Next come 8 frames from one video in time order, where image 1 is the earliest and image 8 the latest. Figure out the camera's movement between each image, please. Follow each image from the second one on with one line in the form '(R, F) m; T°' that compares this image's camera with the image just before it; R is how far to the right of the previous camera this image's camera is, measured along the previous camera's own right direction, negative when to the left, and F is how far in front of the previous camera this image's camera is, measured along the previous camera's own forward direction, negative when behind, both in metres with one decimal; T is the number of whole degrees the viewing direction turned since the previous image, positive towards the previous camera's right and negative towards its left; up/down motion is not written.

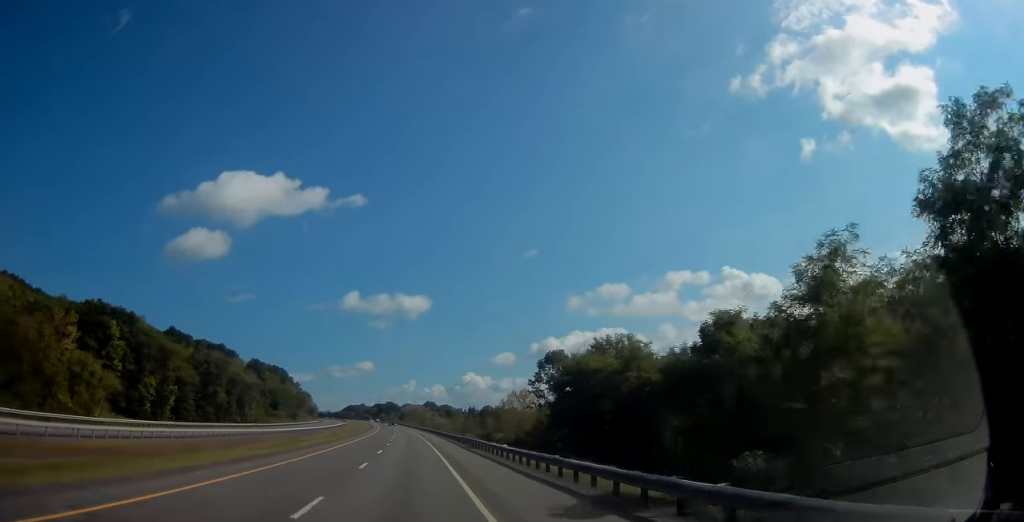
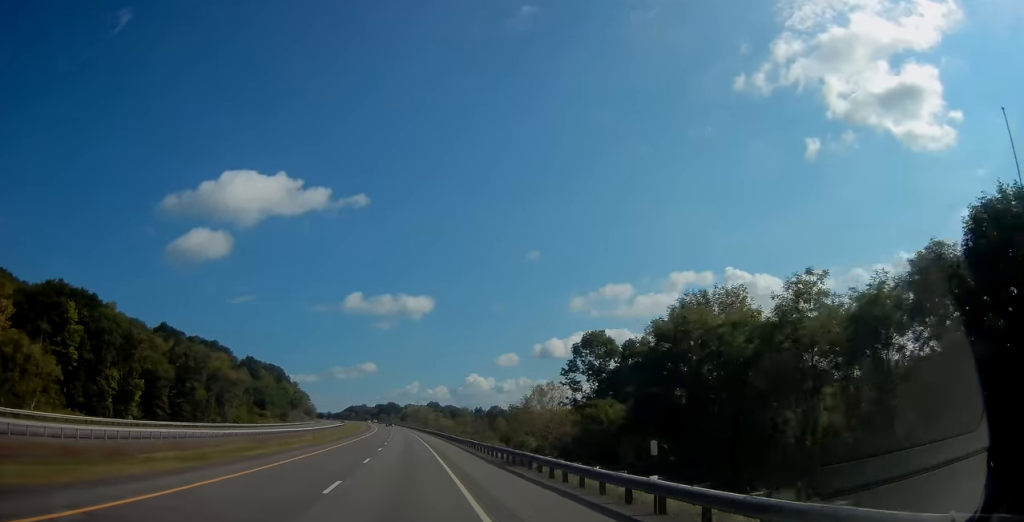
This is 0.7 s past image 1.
(0.0, +20.3) m; -1°
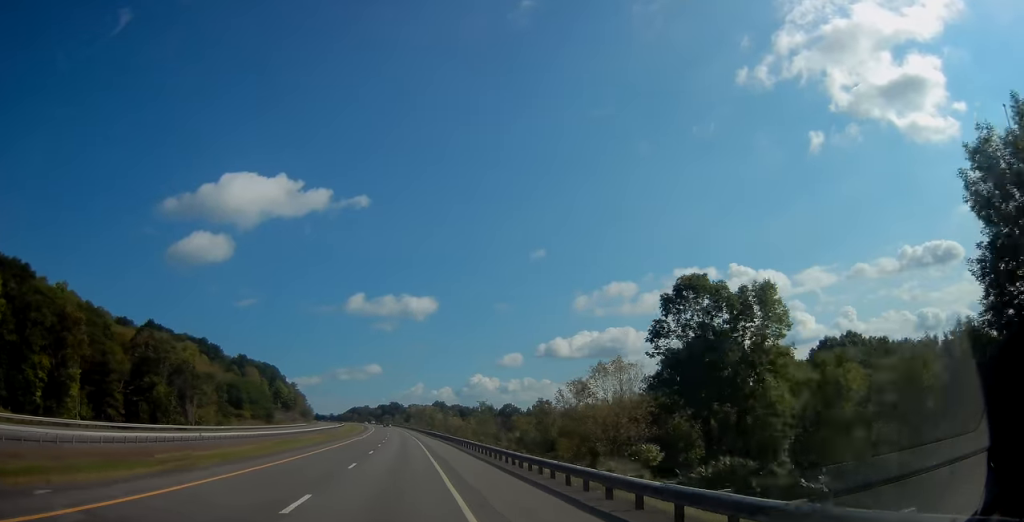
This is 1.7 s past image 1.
(-0.4, +28.0) m; -1°
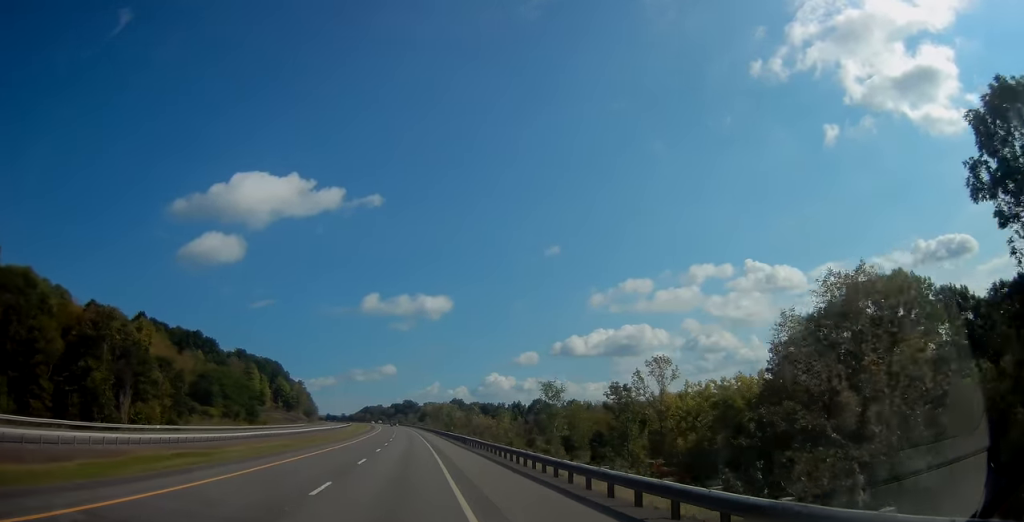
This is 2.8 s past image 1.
(-0.1, +33.7) m; -1°
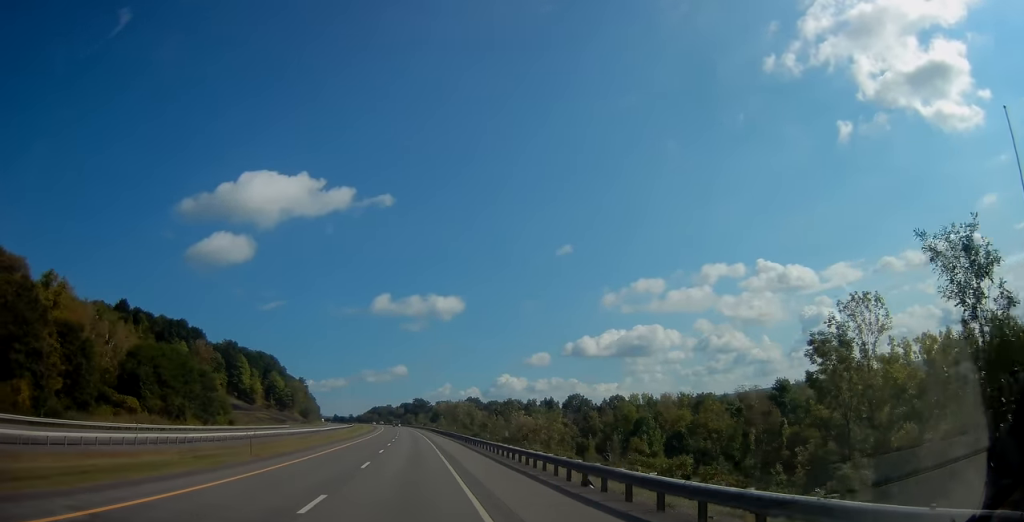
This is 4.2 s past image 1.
(-0.6, +38.4) m; -1°
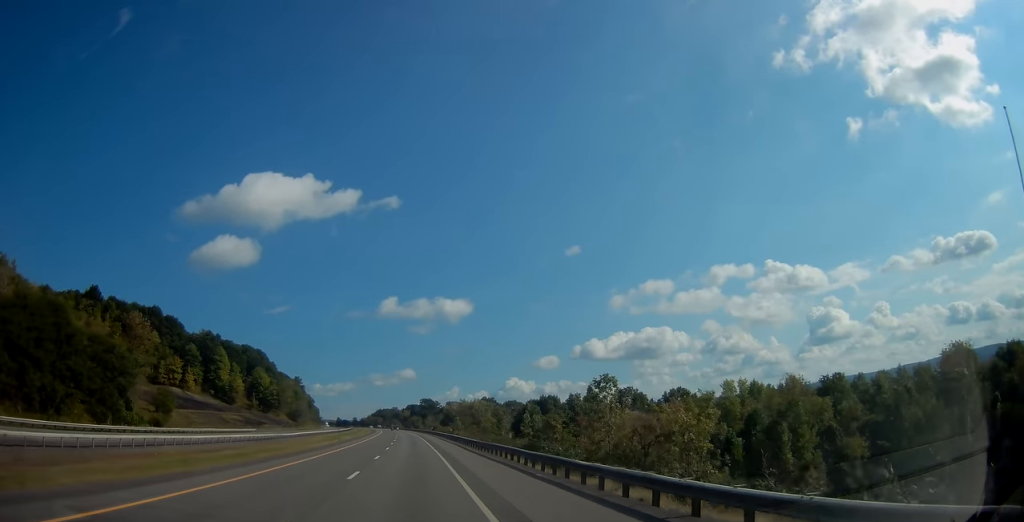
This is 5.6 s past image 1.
(-0.3, +41.3) m; 0°
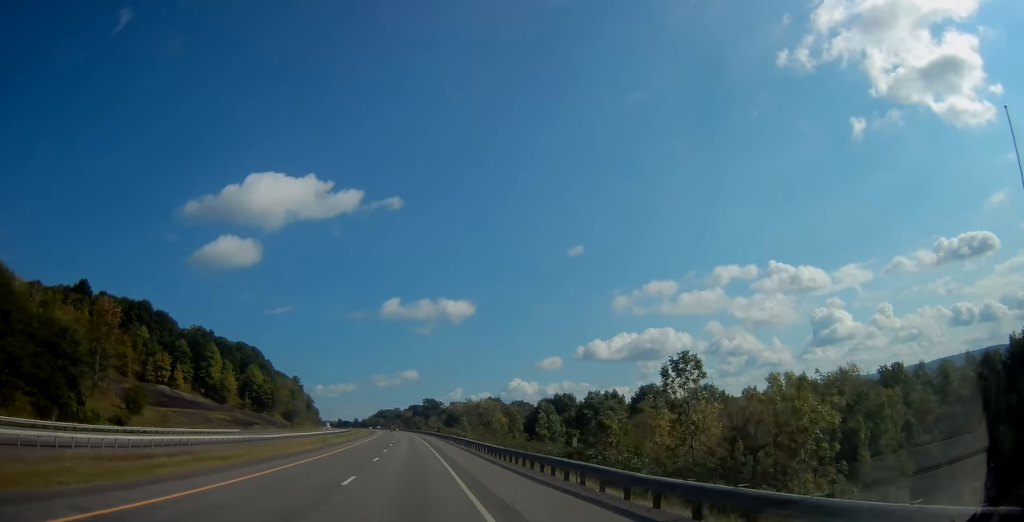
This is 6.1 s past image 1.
(+0.1, +13.5) m; 0°
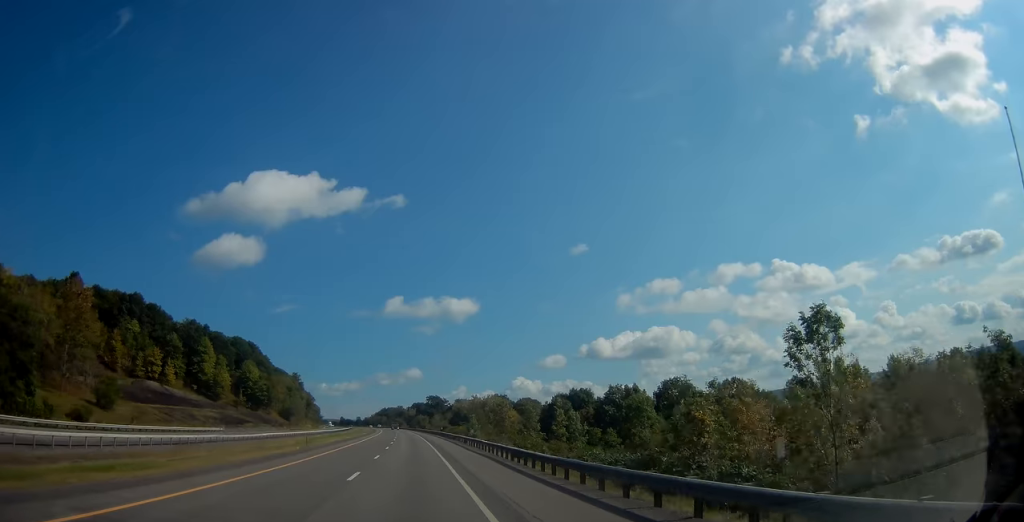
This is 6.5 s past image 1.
(+0.2, +11.6) m; 0°
